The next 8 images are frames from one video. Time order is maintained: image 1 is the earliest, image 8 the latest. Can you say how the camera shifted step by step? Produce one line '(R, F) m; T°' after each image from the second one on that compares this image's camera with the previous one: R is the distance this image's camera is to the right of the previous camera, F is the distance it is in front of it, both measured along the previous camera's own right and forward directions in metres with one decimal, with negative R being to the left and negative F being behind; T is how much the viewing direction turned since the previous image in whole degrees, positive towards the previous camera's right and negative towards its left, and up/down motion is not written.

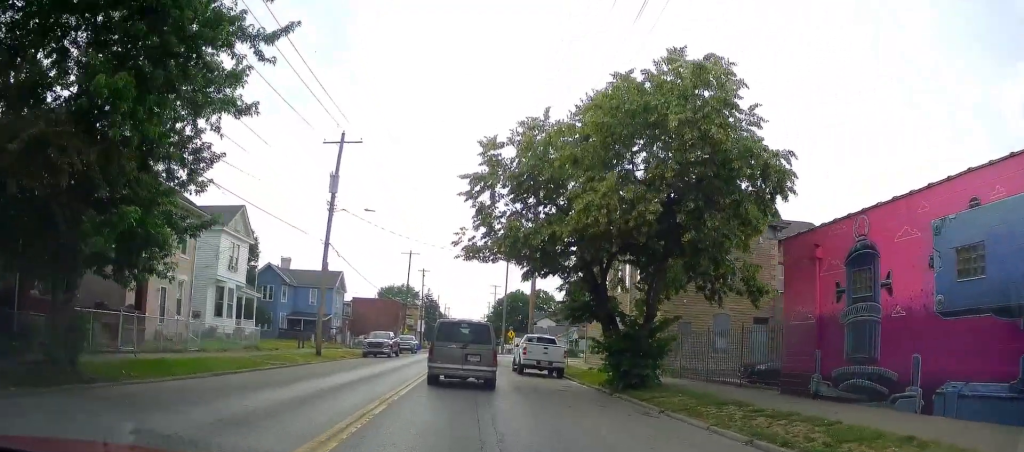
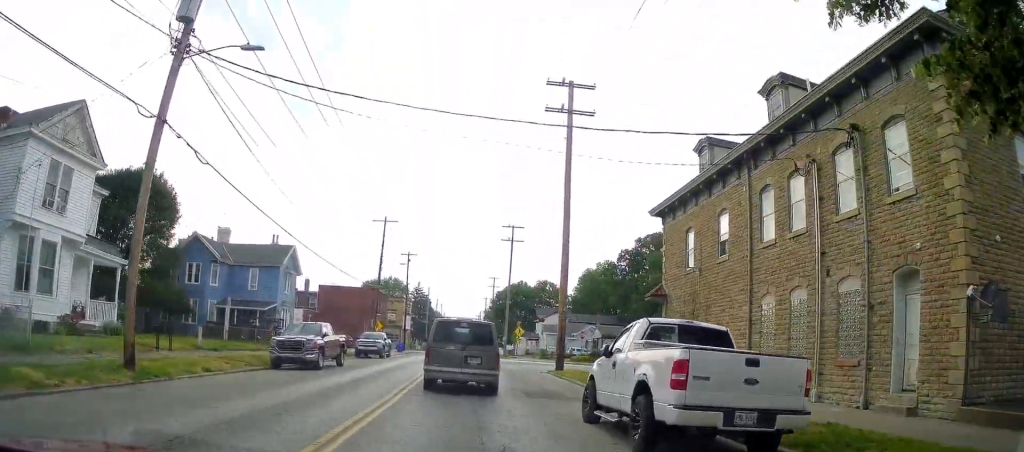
(0.0, +19.7) m; 0°
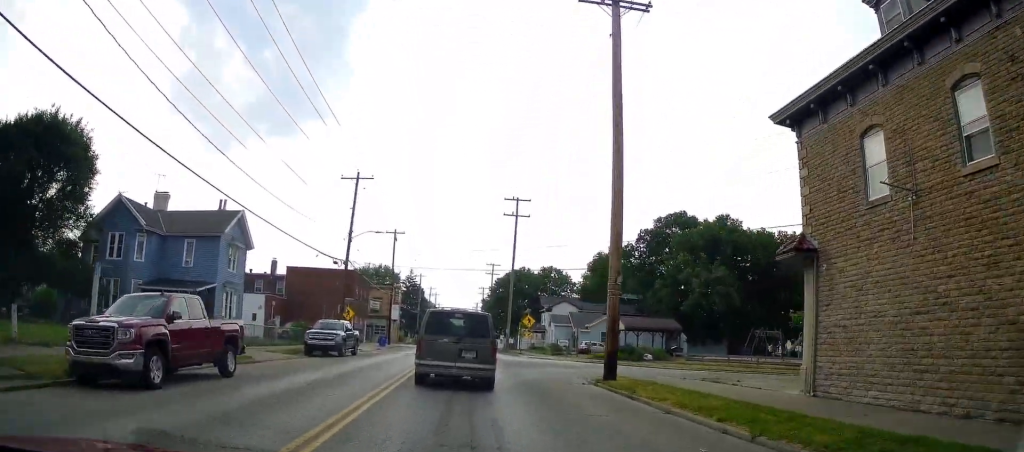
(+0.1, +12.7) m; 0°
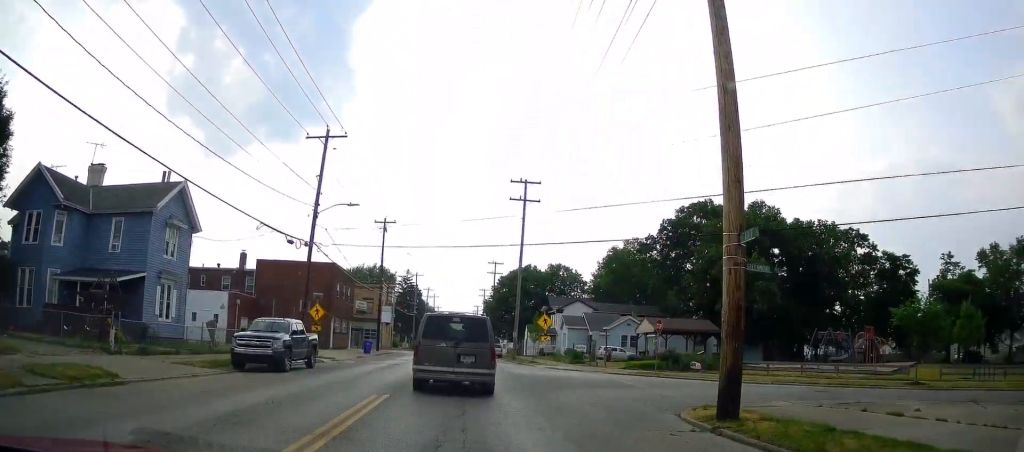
(-0.1, +9.7) m; 0°
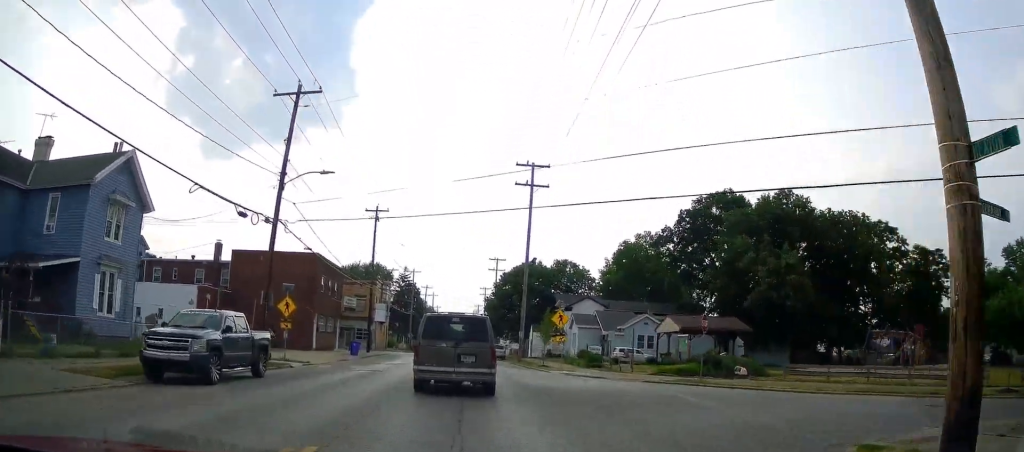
(-0.2, +6.3) m; +1°
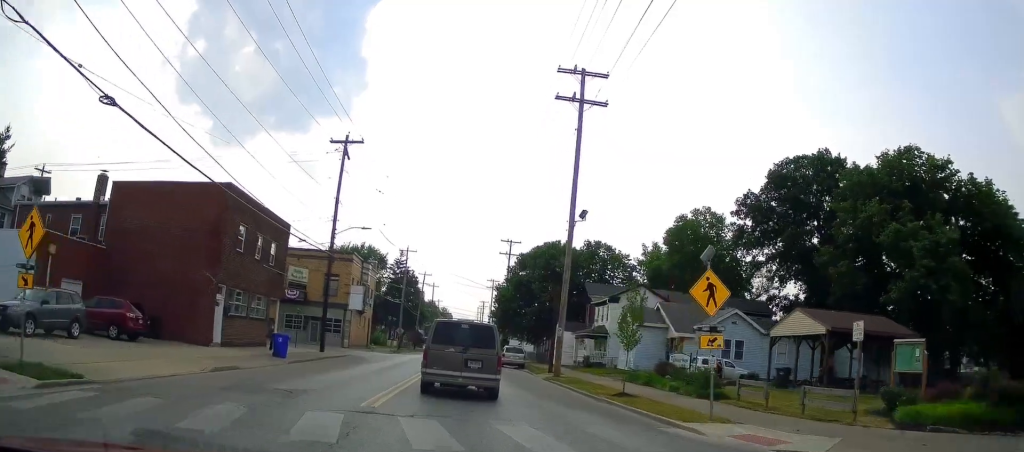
(-0.1, +19.8) m; -2°
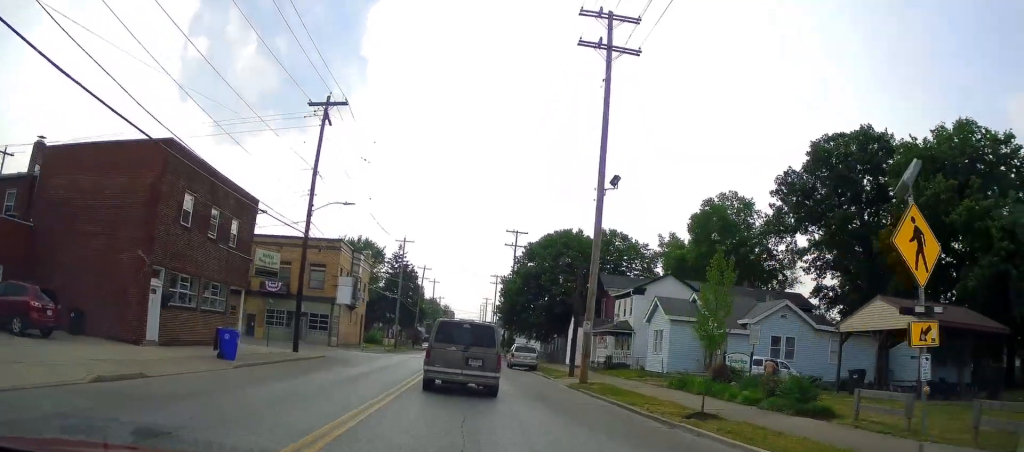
(+0.1, +6.5) m; 0°
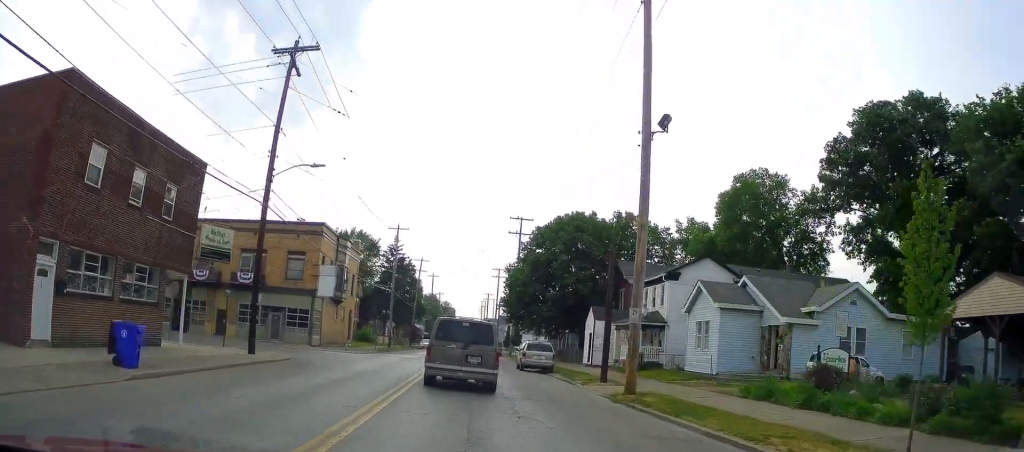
(+0.1, +6.8) m; 0°
